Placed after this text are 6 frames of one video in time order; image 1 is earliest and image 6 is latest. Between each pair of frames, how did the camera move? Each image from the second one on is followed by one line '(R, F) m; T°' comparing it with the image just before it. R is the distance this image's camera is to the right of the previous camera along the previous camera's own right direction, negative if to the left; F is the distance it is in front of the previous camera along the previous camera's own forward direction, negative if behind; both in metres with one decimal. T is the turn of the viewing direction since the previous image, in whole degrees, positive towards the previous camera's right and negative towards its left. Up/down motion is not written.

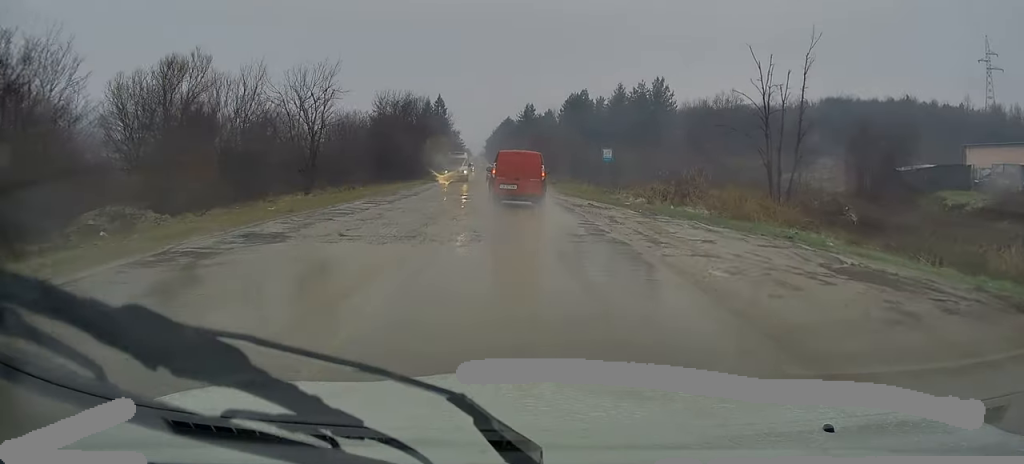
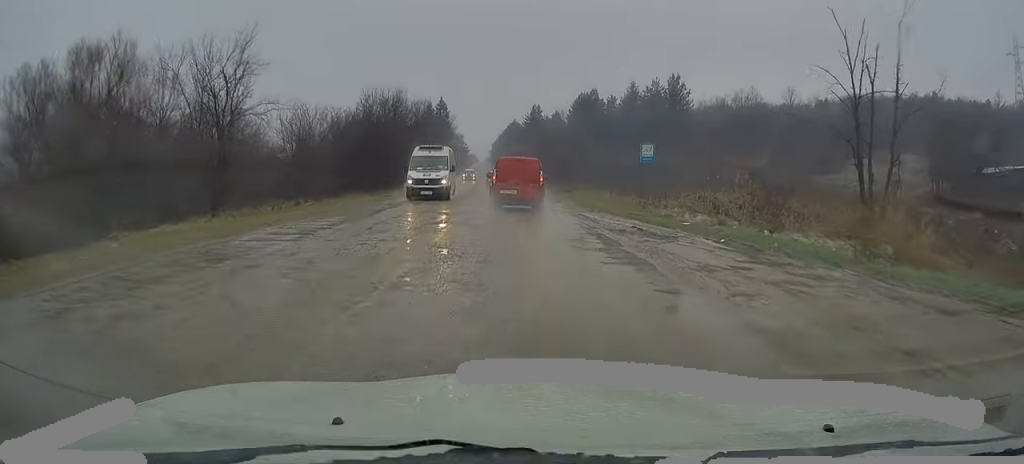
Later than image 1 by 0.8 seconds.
(-0.1, +9.4) m; -1°
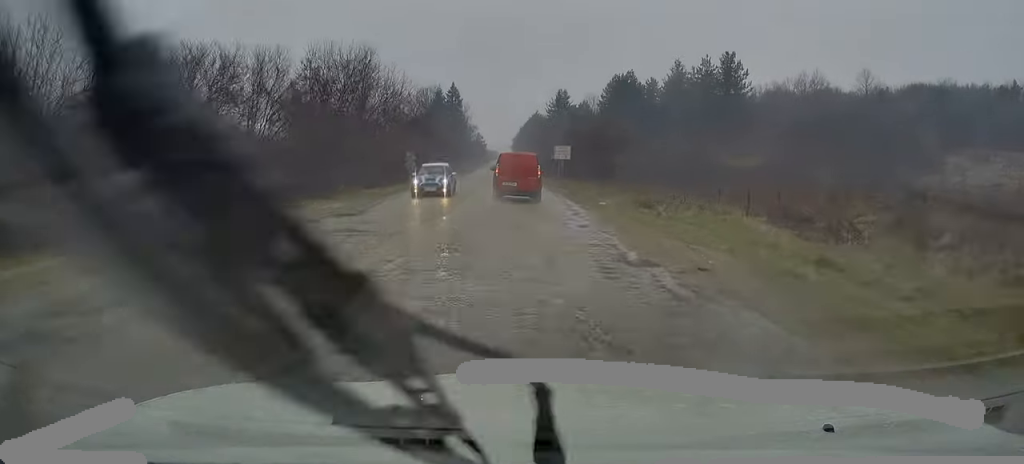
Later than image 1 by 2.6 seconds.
(-0.2, +22.9) m; -2°
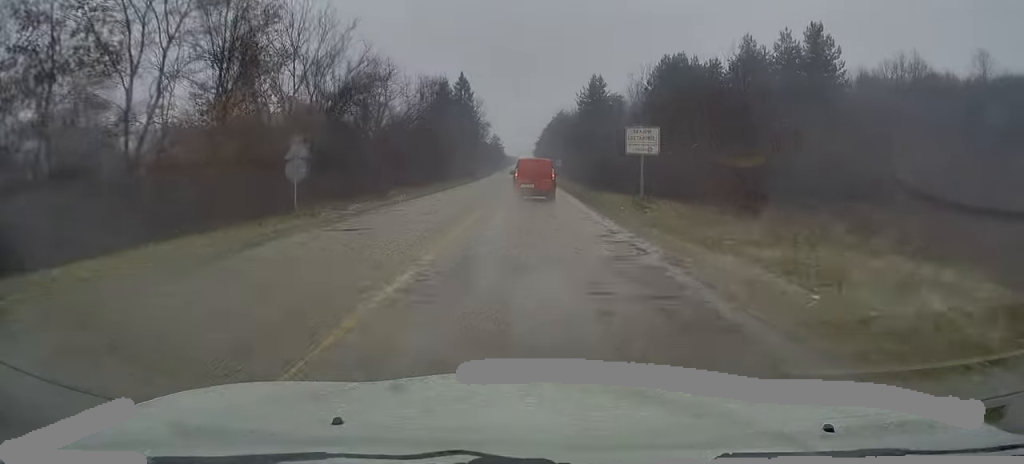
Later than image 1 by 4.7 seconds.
(-0.6, +27.3) m; -1°
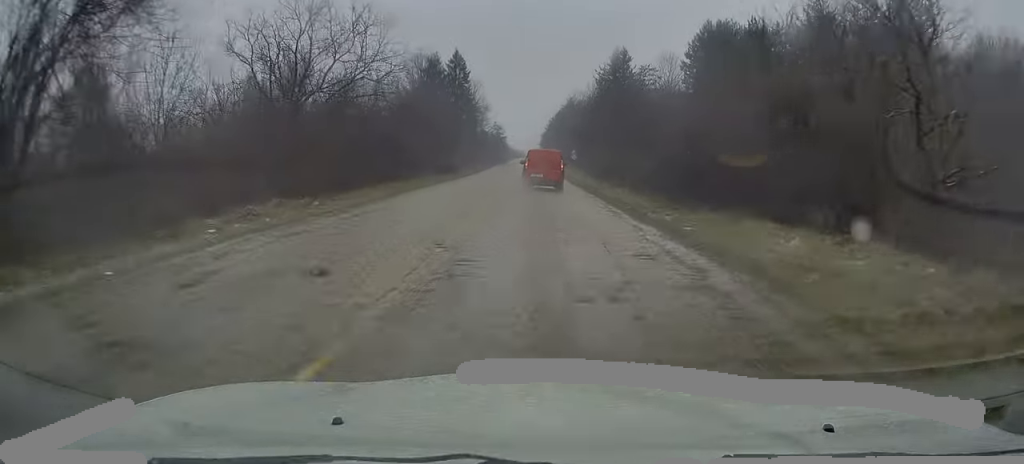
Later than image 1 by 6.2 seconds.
(+0.1, +20.1) m; 0°
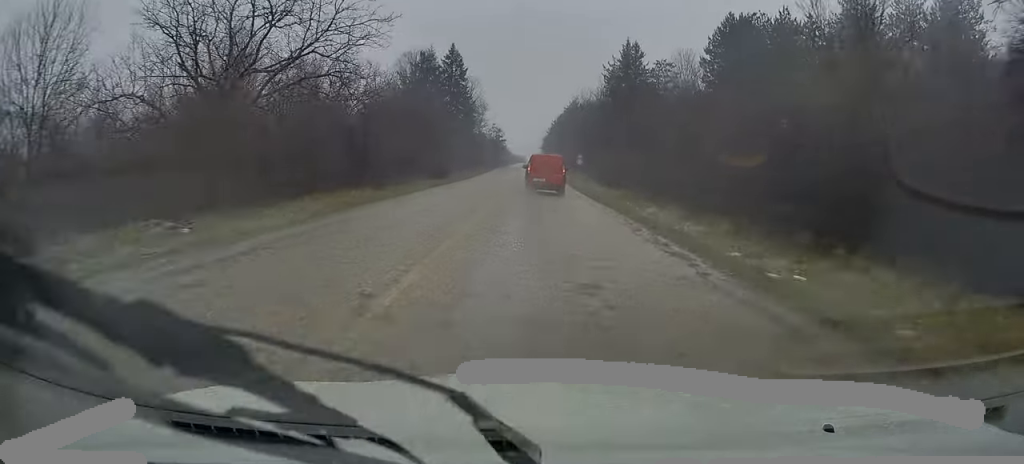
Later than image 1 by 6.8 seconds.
(0.0, +8.0) m; 0°
